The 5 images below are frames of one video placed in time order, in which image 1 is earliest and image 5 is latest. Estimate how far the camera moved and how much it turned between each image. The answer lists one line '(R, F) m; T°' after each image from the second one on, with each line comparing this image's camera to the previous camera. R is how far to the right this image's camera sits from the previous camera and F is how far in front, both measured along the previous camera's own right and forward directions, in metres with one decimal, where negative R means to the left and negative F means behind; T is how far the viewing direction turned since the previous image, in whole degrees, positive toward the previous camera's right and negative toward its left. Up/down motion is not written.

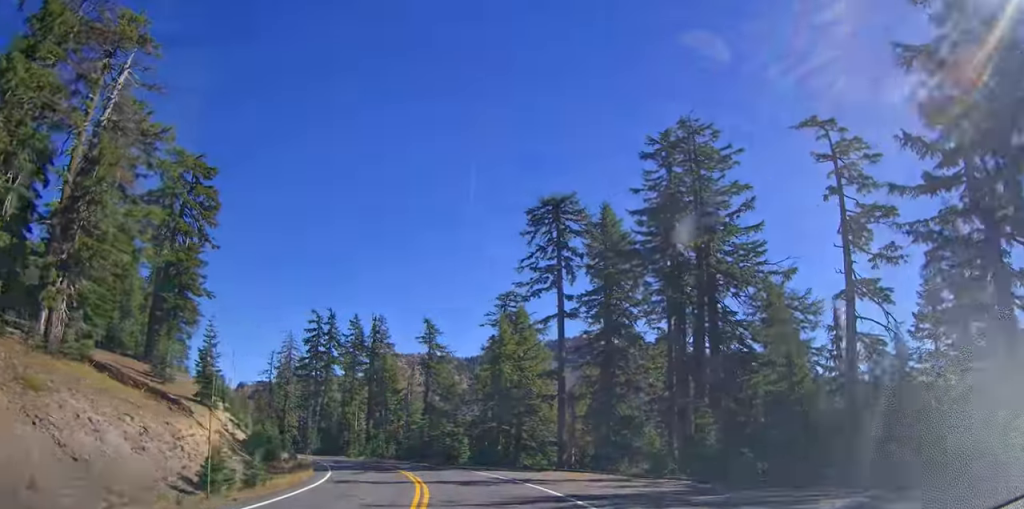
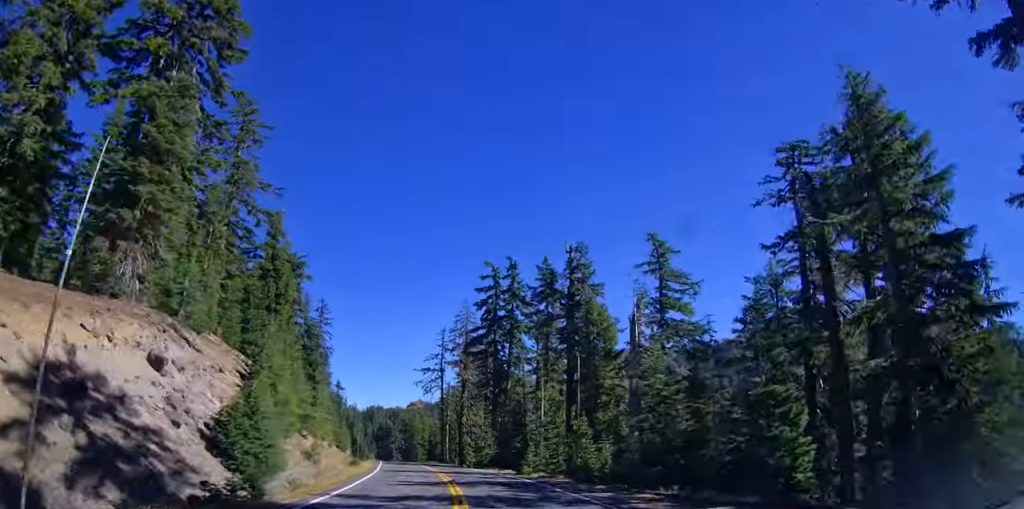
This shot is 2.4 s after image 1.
(-8.0, +34.3) m; -19°
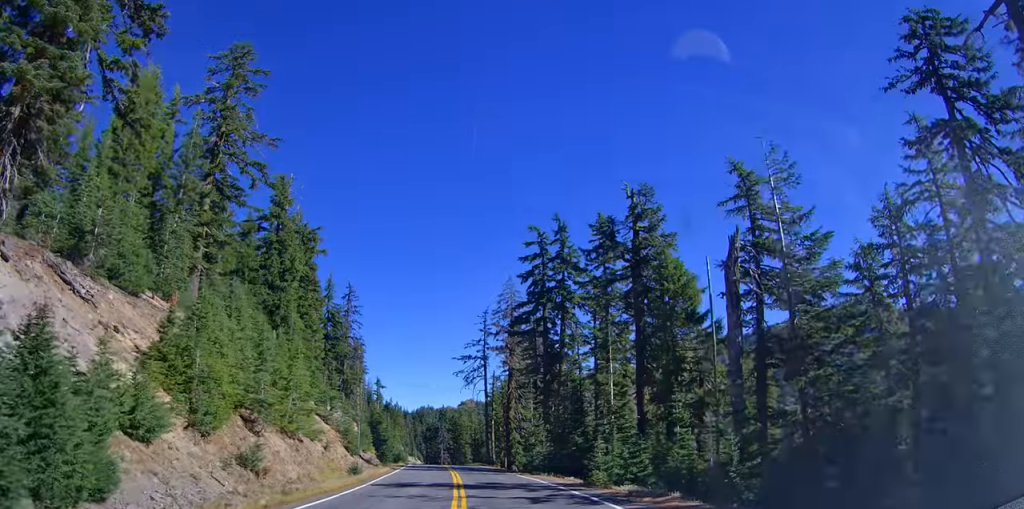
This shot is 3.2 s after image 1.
(-0.2, +11.9) m; -3°
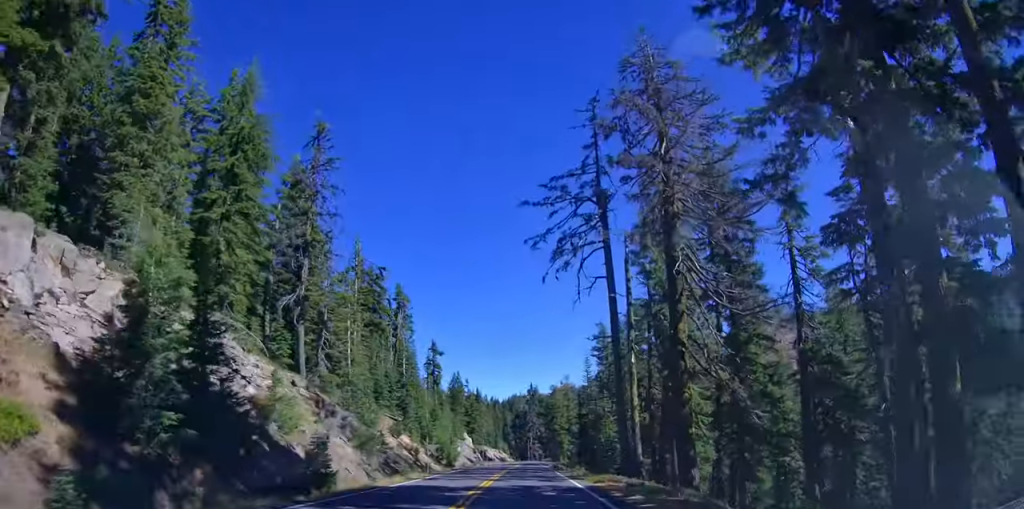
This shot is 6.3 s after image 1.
(-6.7, +49.5) m; -13°
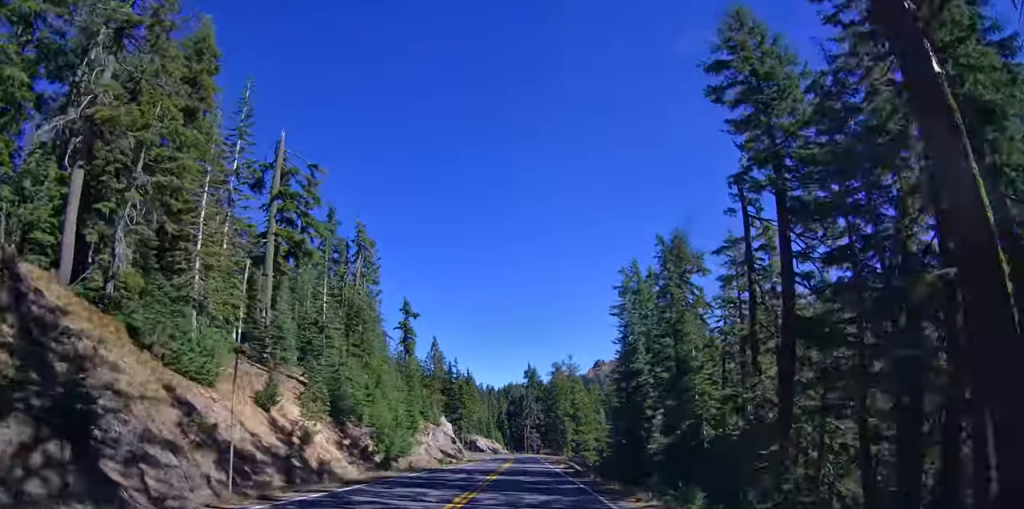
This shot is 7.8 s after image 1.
(-0.2, +25.8) m; +1°
